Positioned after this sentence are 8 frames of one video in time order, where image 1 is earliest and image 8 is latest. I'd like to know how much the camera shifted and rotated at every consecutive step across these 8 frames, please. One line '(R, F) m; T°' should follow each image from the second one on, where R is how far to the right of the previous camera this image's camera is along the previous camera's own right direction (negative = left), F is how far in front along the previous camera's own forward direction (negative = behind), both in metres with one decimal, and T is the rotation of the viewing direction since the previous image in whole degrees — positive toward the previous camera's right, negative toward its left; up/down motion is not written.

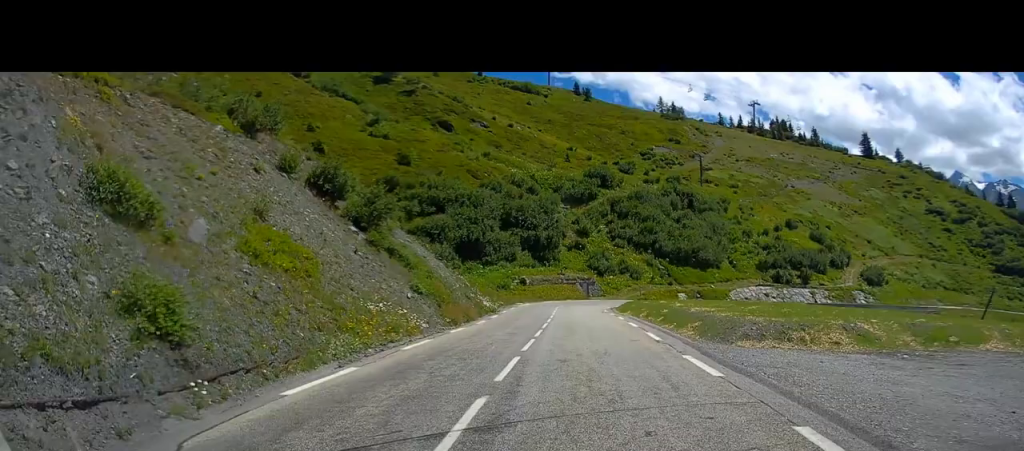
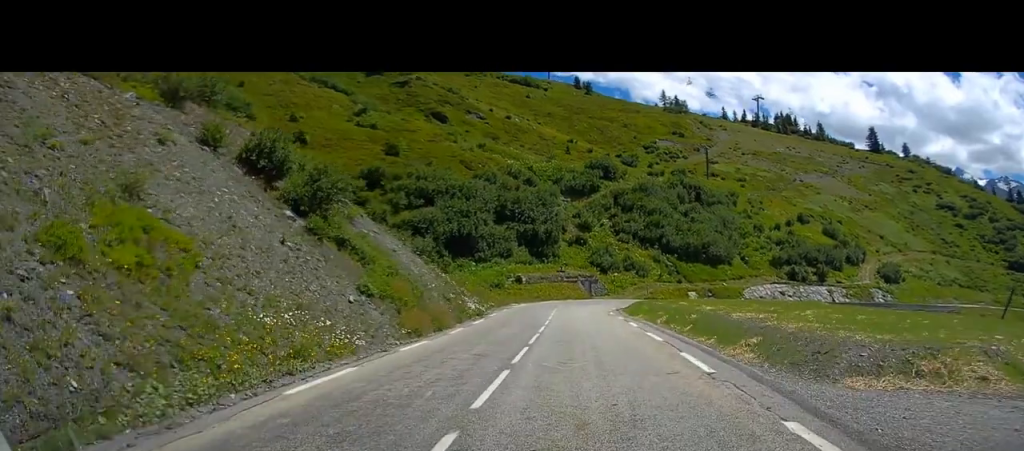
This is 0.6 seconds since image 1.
(0.0, +6.0) m; 0°
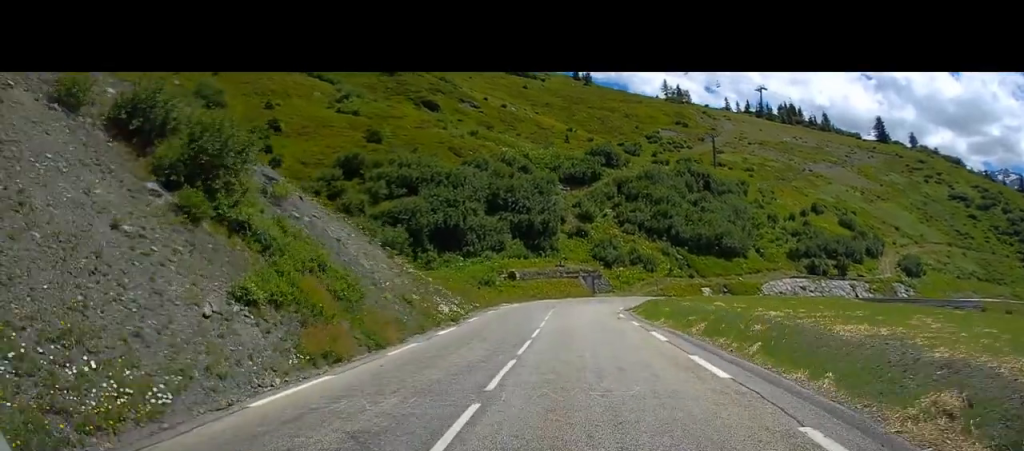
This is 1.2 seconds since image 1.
(0.0, +6.8) m; 0°
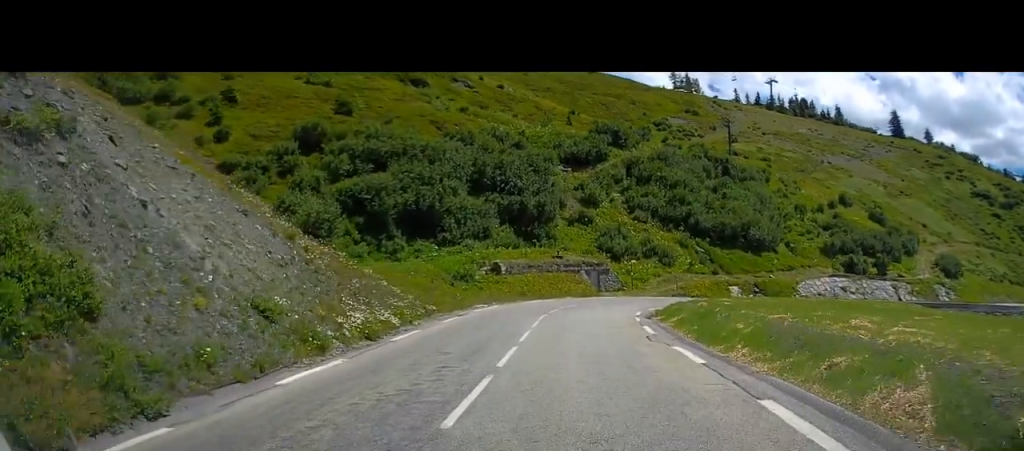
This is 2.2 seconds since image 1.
(0.0, +10.2) m; 0°
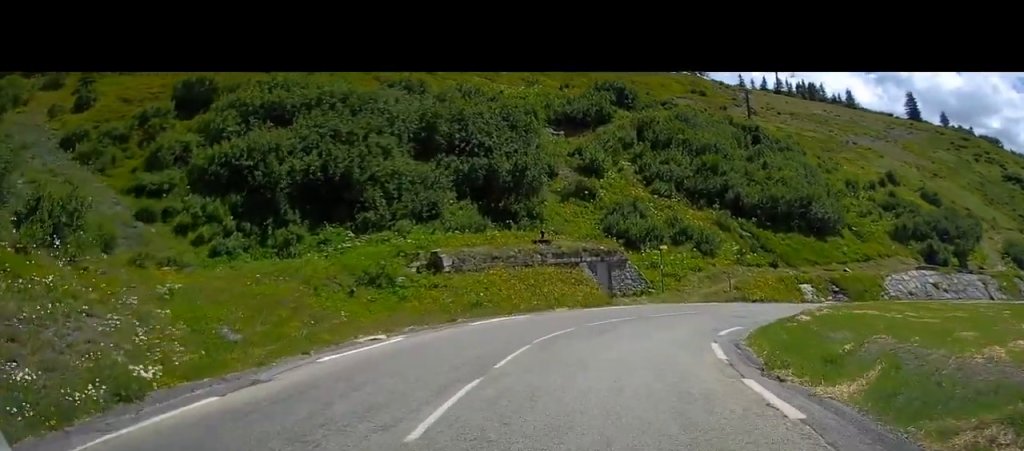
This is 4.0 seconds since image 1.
(0.0, +16.5) m; +3°
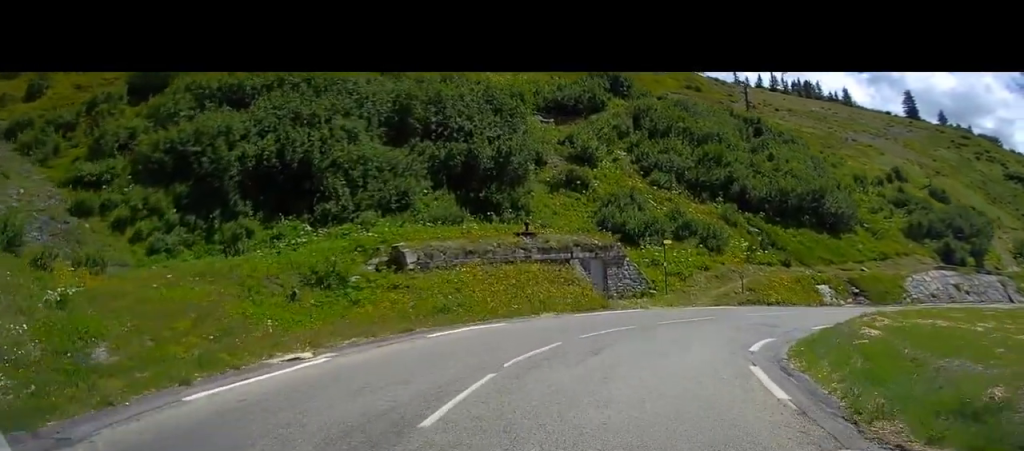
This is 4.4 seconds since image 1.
(-0.2, +3.9) m; +6°
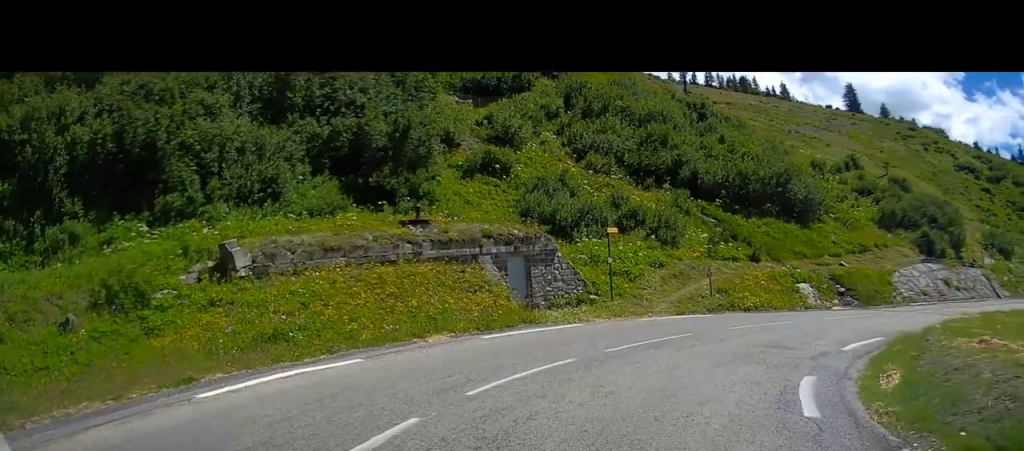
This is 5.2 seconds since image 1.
(+0.8, +6.6) m; +16°
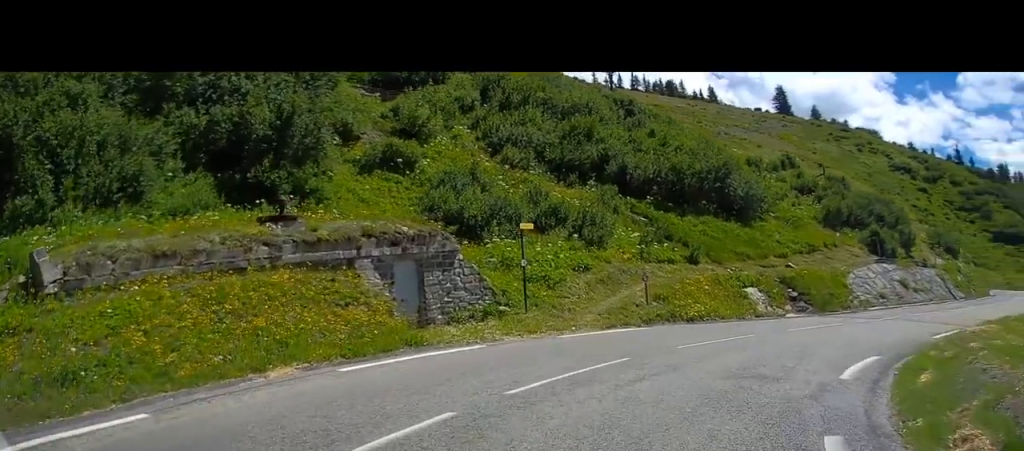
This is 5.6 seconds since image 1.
(+0.1, +3.7) m; +11°
